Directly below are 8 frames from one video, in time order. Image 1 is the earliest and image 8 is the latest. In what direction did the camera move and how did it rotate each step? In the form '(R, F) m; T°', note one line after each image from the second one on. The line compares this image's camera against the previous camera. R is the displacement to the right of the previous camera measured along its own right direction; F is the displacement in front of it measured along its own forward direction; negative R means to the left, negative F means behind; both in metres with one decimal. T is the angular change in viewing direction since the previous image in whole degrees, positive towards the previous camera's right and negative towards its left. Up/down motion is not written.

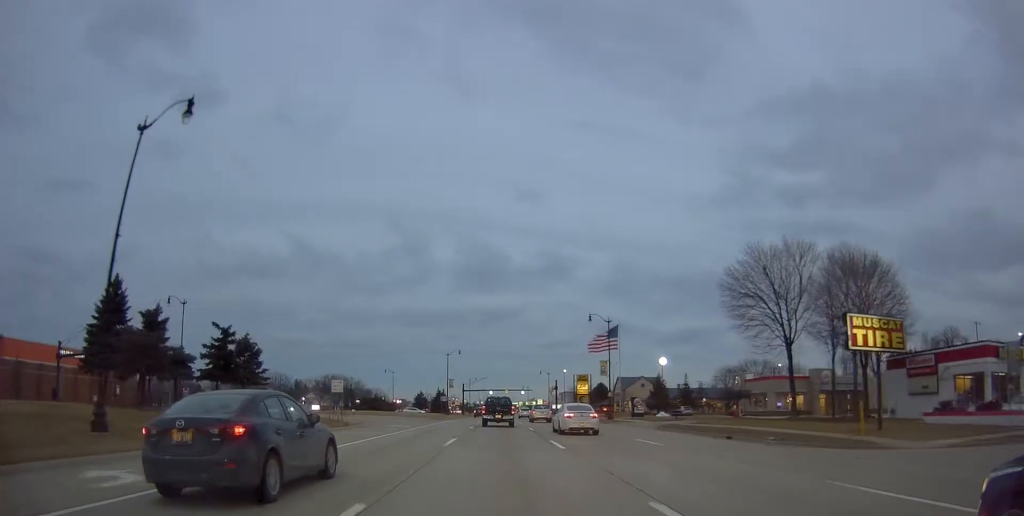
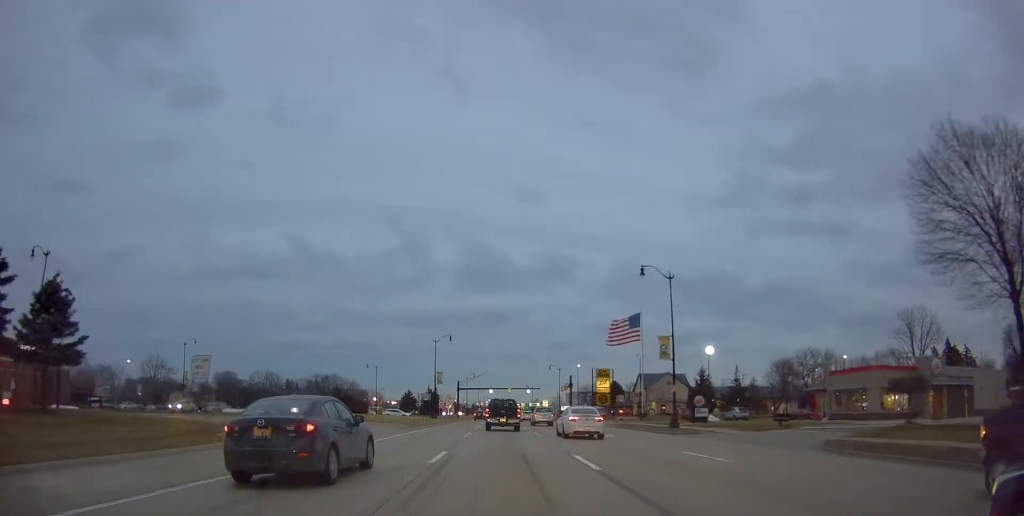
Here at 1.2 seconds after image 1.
(+0.4, +21.0) m; 0°
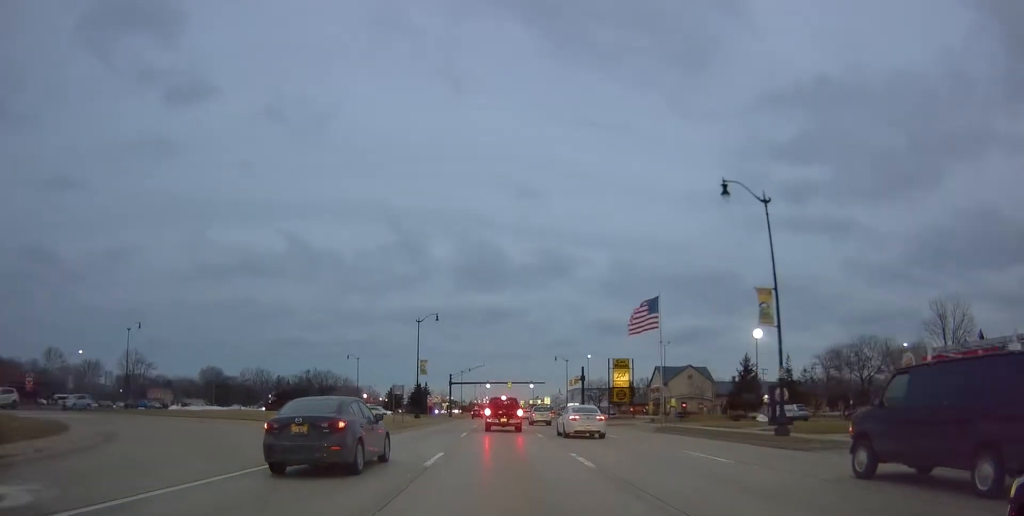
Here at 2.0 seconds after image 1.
(-0.1, +15.0) m; -2°
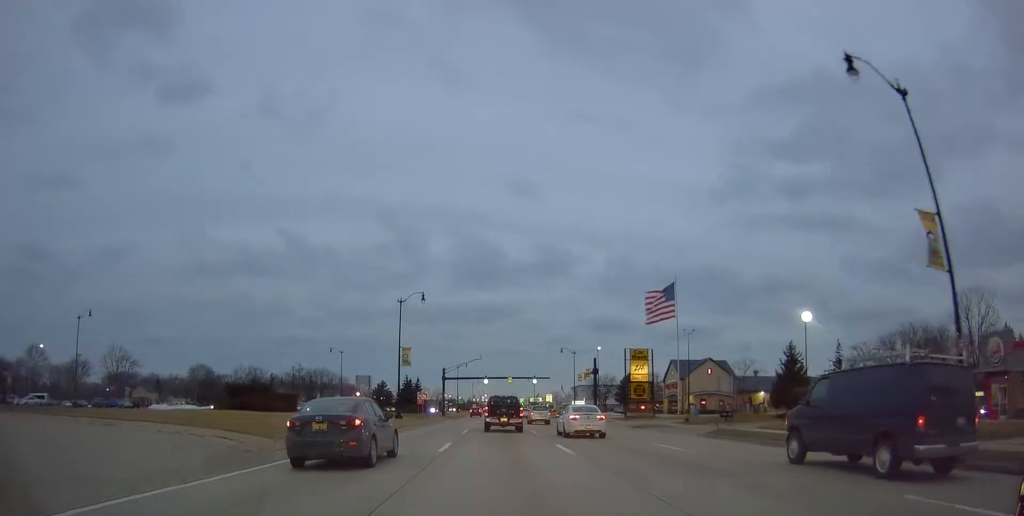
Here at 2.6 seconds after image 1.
(-0.5, +10.8) m; 0°
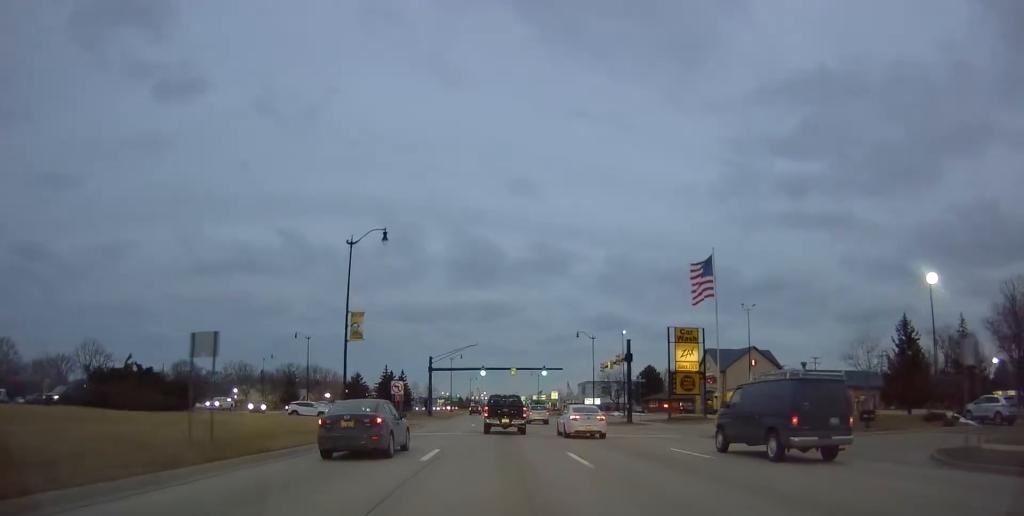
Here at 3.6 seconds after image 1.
(+0.5, +17.9) m; +1°
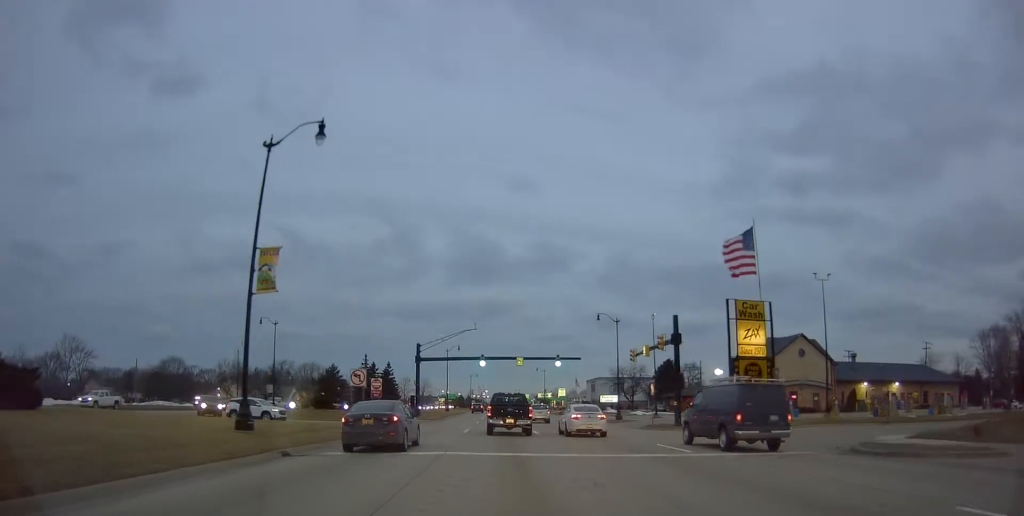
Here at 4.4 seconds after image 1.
(-0.1, +13.4) m; 0°
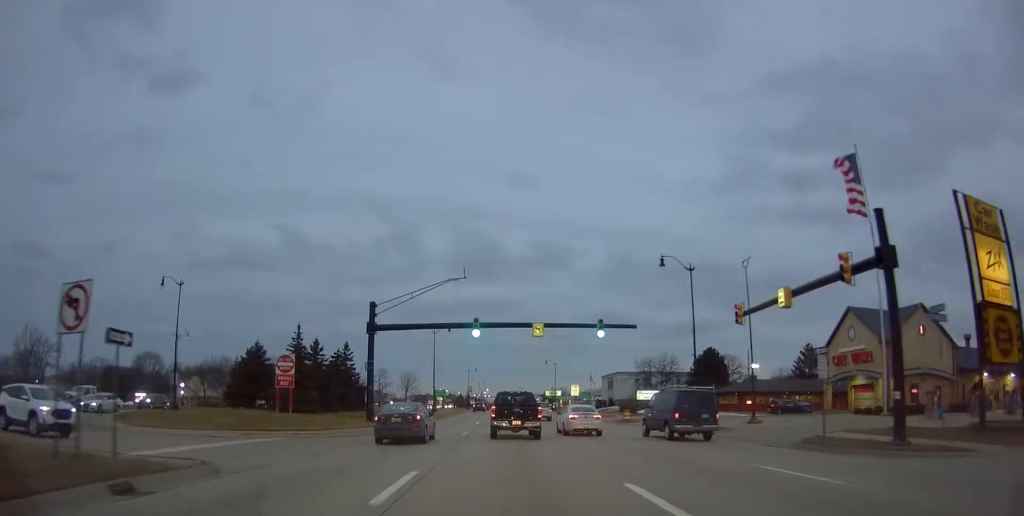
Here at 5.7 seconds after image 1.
(+0.2, +22.8) m; -1°
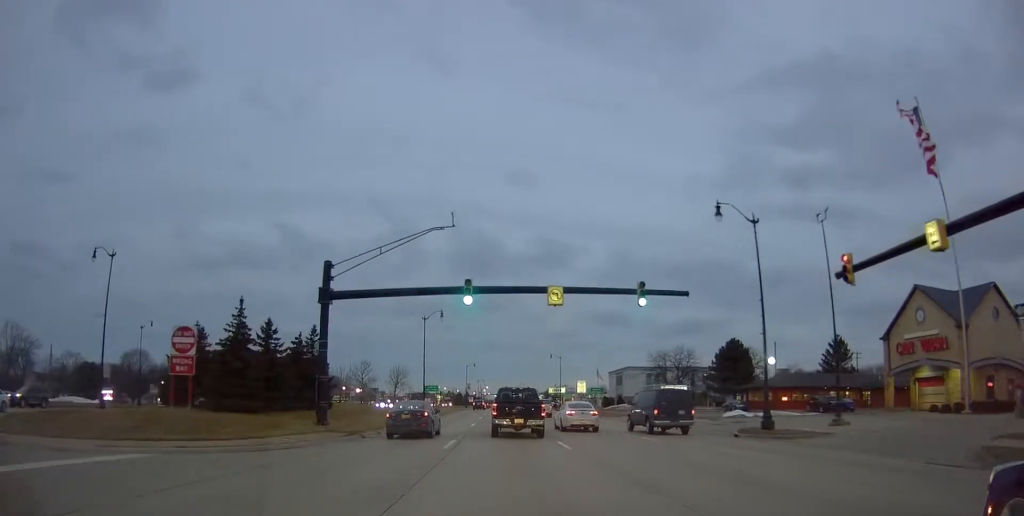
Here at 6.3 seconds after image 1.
(-0.3, +10.1) m; 0°
